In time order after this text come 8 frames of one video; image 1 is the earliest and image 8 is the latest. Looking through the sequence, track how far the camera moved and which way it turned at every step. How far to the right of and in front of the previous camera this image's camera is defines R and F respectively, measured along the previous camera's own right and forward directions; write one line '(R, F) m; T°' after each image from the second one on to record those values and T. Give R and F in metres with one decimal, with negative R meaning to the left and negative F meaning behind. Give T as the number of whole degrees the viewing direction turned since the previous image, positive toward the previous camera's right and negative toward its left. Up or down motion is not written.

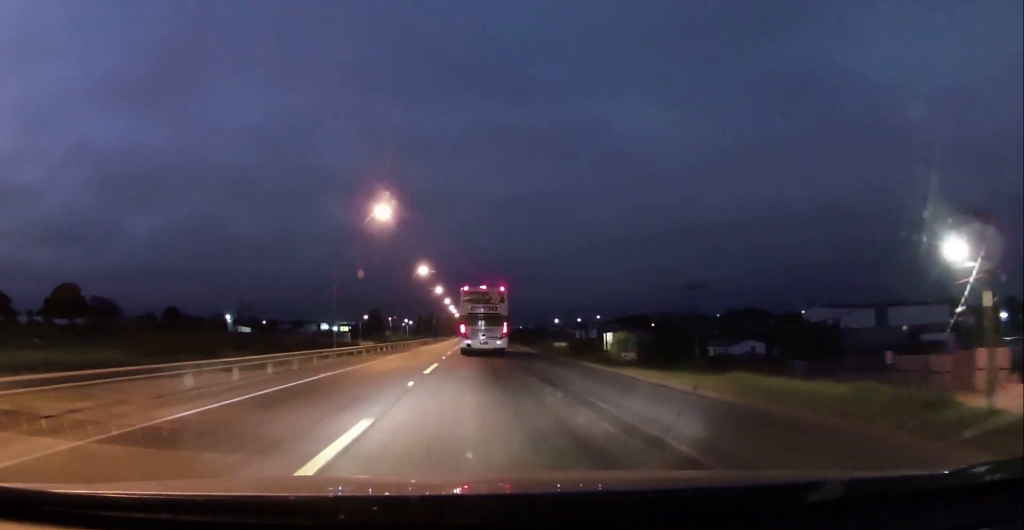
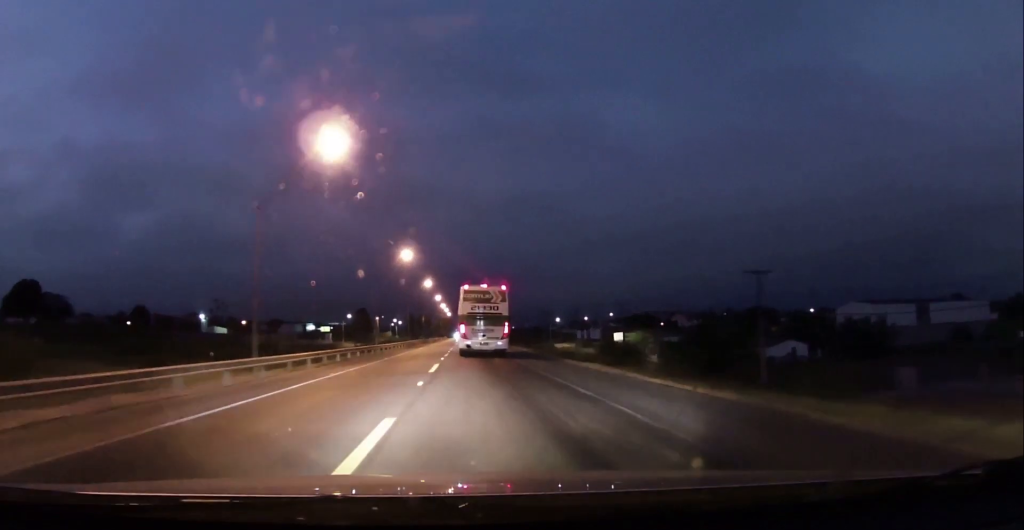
(0.0, +16.7) m; 0°
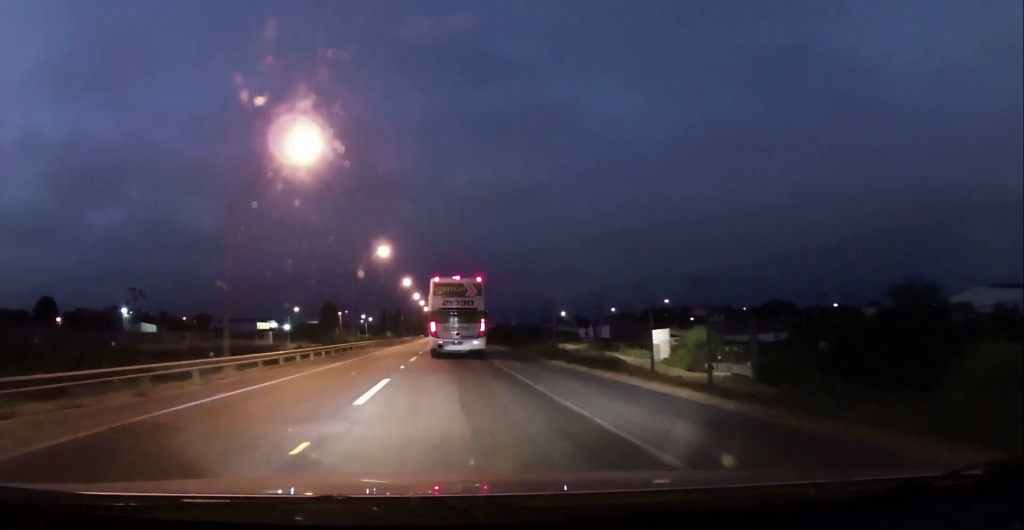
(+0.4, +39.7) m; +1°
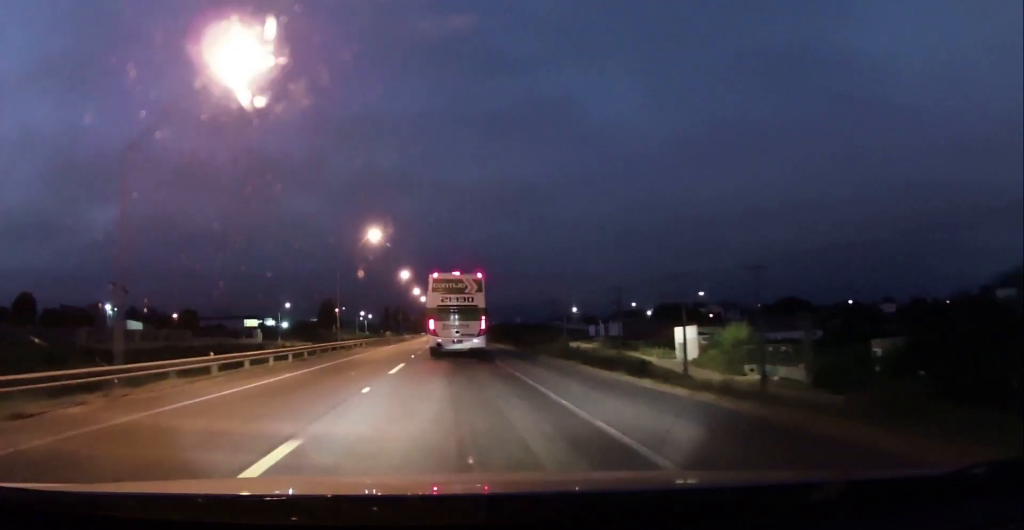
(-0.1, +10.1) m; 0°
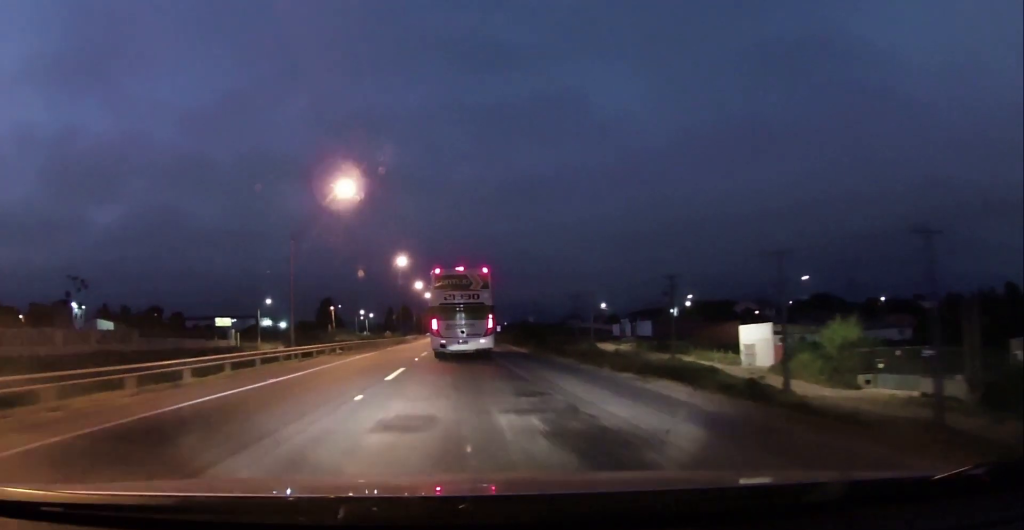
(+0.1, +19.3) m; 0°
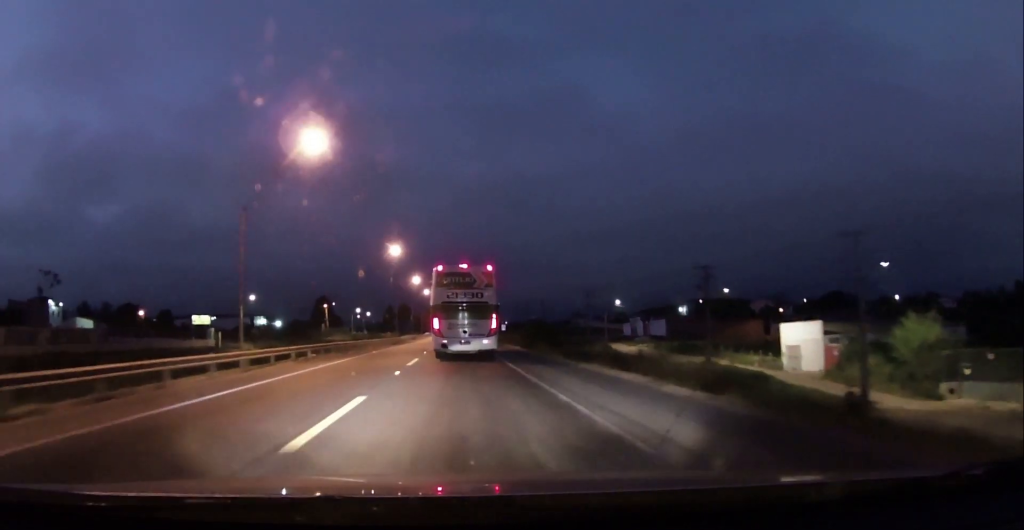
(0.0, +9.9) m; 0°
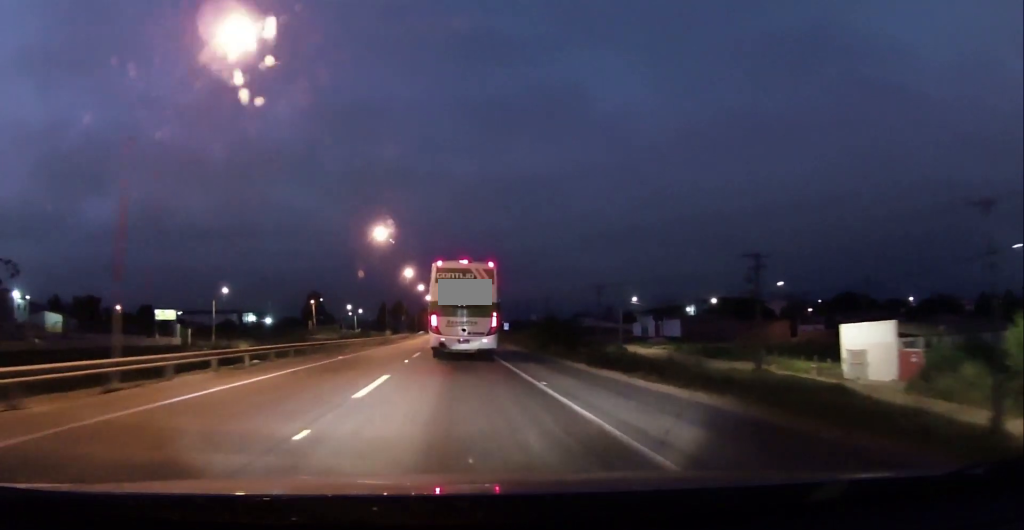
(+0.1, +11.7) m; -1°
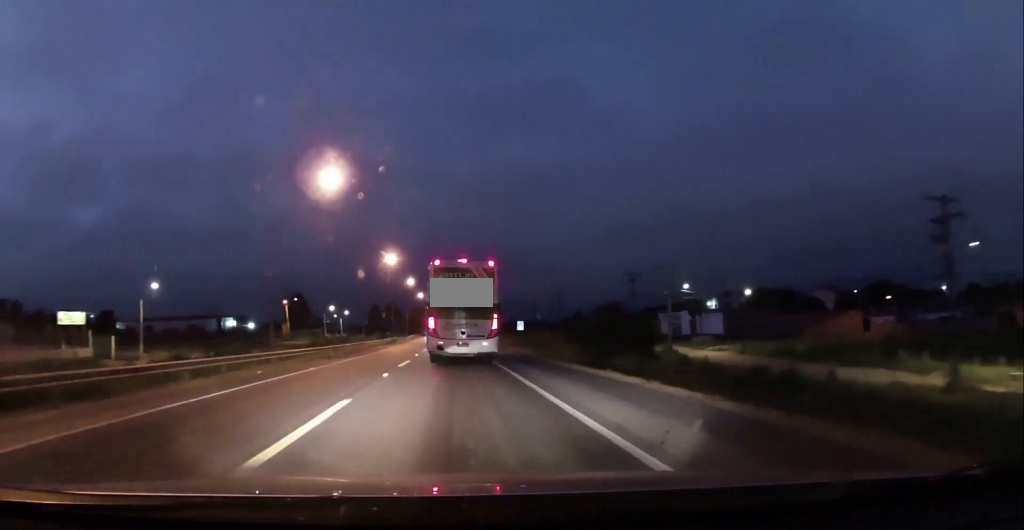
(-0.4, +22.9) m; 0°
